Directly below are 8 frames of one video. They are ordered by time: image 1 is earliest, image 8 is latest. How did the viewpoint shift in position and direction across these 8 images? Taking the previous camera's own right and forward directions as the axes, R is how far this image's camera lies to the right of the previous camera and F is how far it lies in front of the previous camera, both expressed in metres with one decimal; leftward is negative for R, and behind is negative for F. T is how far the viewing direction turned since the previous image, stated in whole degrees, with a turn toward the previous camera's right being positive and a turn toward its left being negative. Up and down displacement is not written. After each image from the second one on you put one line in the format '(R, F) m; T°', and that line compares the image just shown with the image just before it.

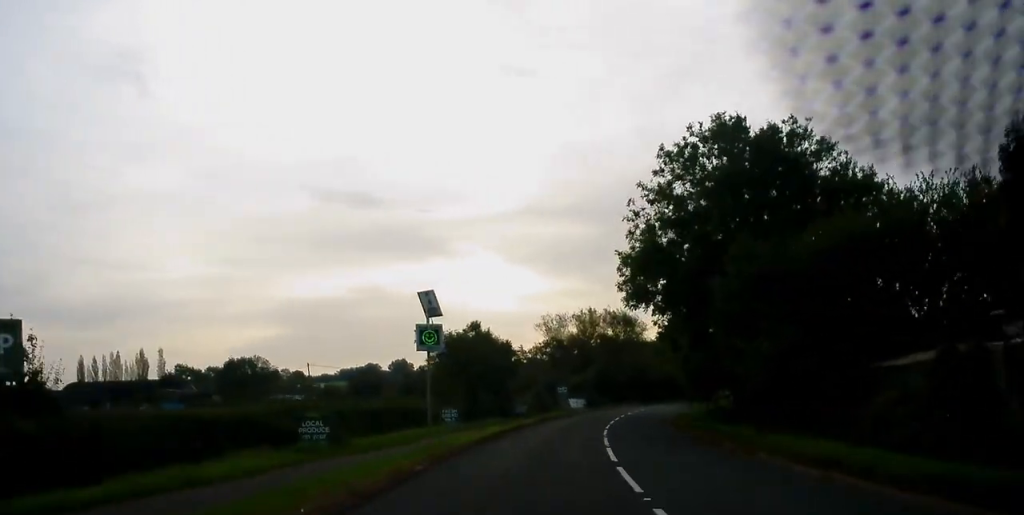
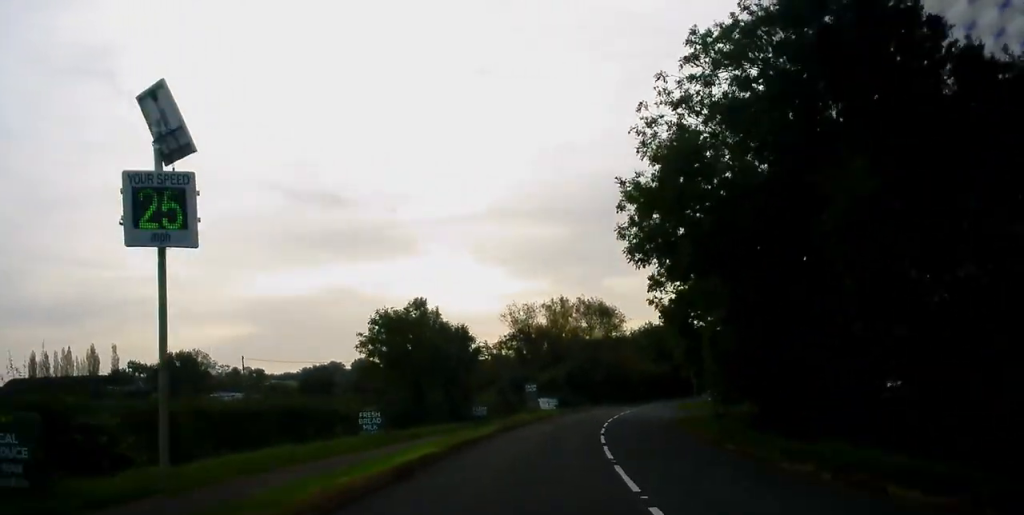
(+0.2, +12.3) m; +2°
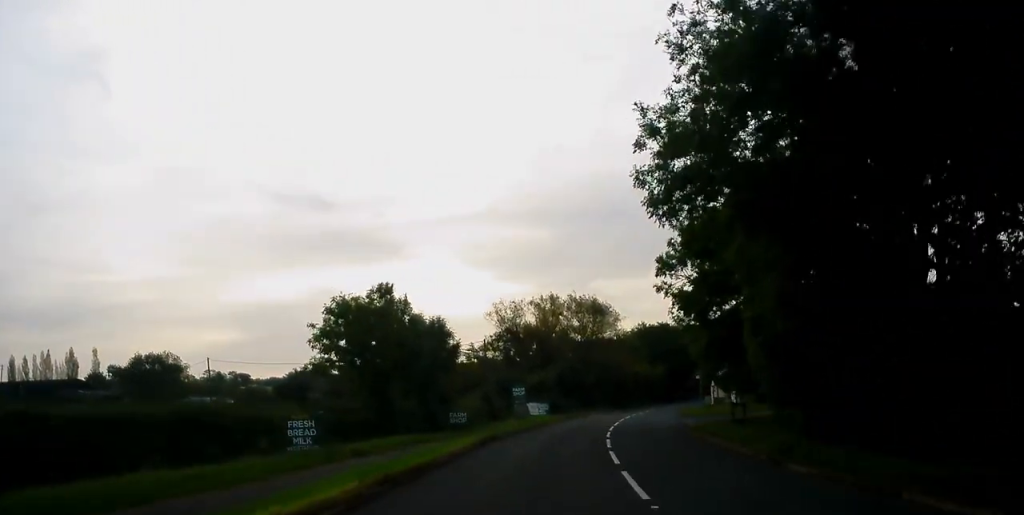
(+0.2, +6.8) m; +1°
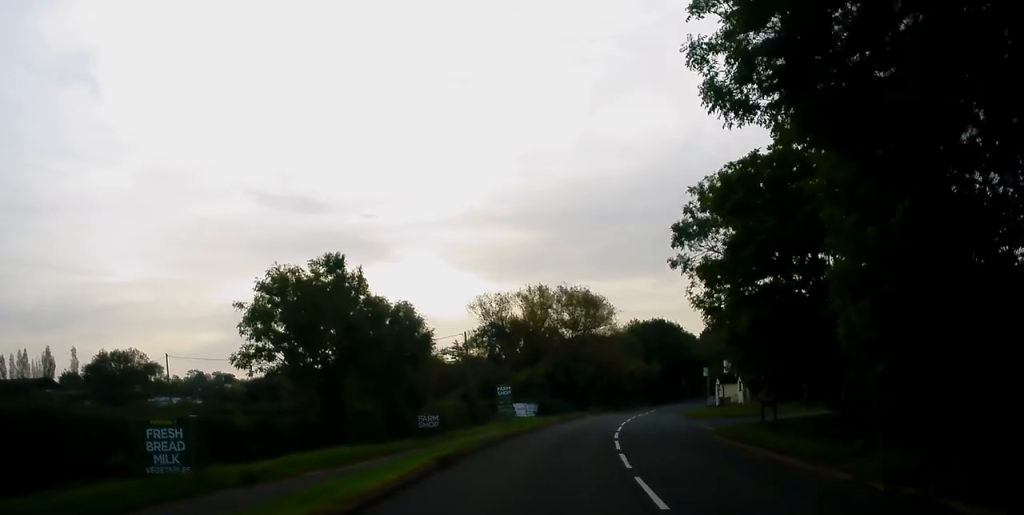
(-0.1, +7.1) m; +2°
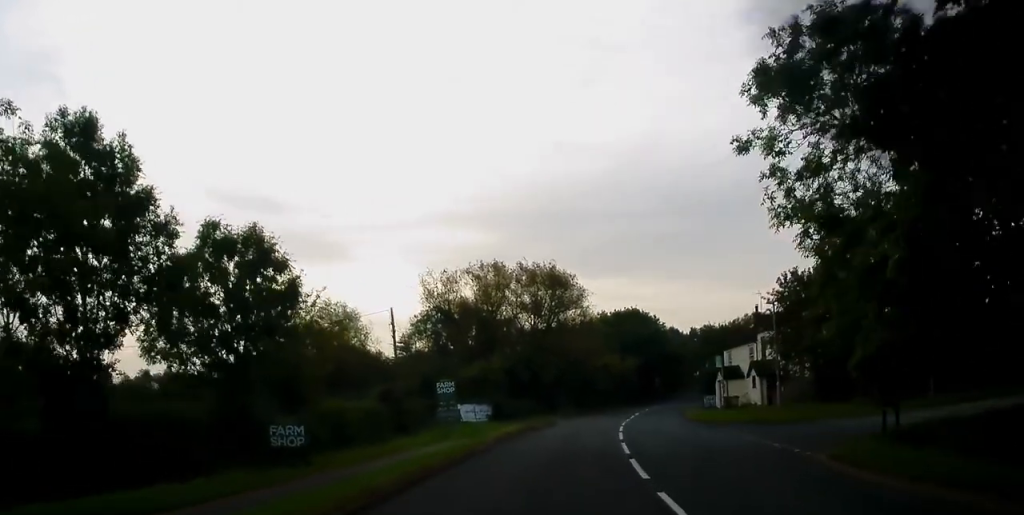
(+0.8, +15.0) m; +3°
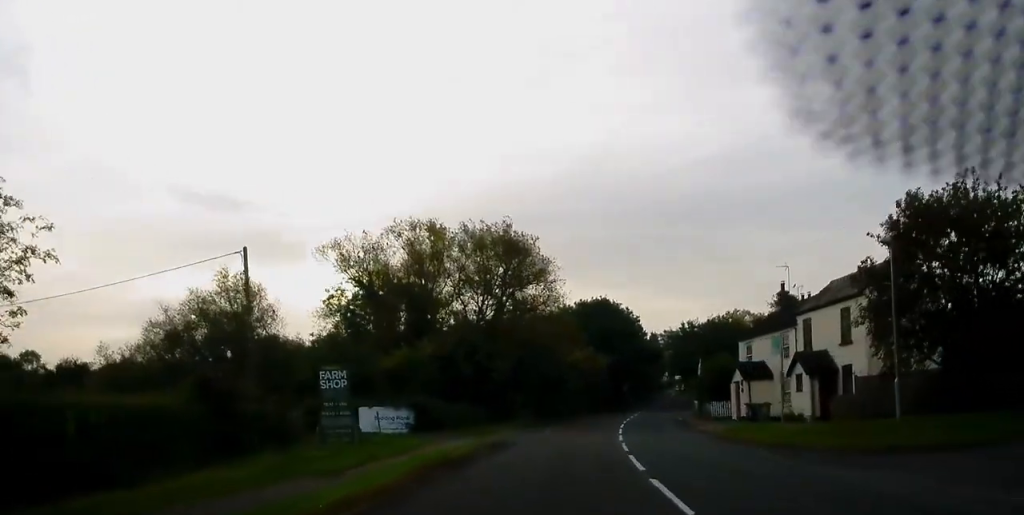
(-0.1, +16.6) m; +2°
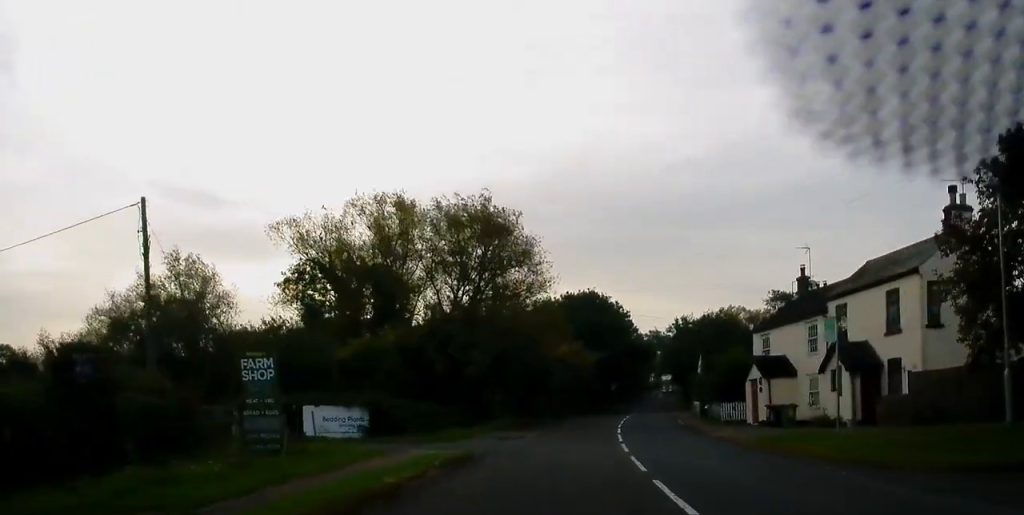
(+0.2, +6.2) m; +1°
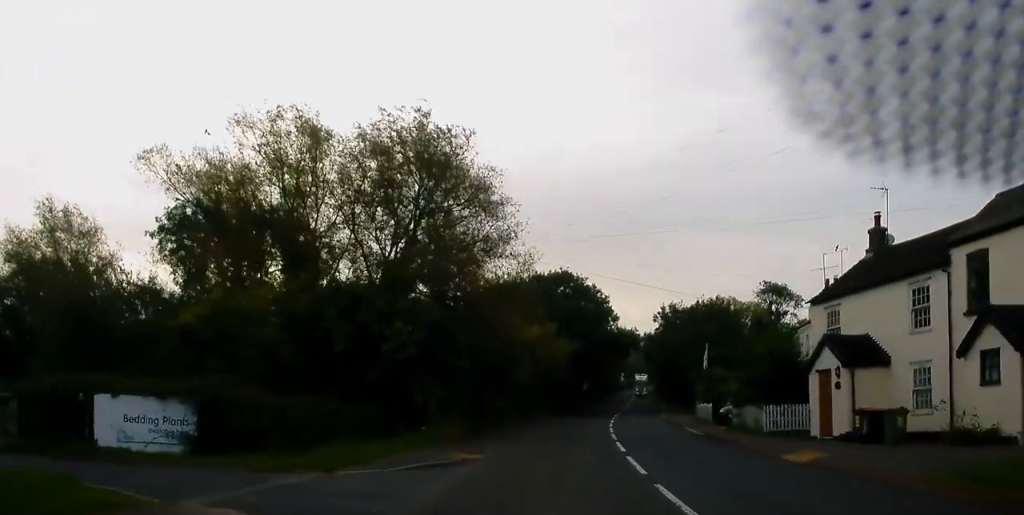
(+0.1, +12.3) m; +3°
